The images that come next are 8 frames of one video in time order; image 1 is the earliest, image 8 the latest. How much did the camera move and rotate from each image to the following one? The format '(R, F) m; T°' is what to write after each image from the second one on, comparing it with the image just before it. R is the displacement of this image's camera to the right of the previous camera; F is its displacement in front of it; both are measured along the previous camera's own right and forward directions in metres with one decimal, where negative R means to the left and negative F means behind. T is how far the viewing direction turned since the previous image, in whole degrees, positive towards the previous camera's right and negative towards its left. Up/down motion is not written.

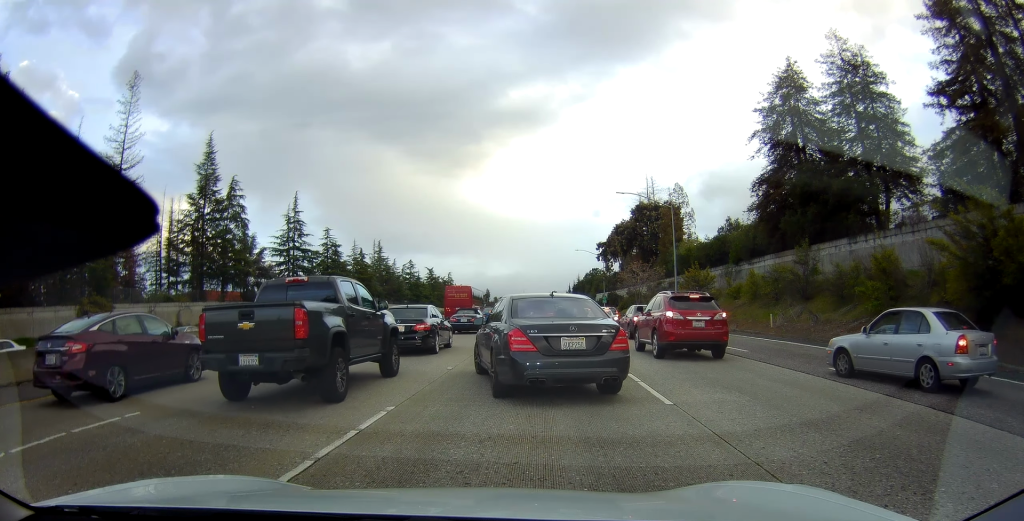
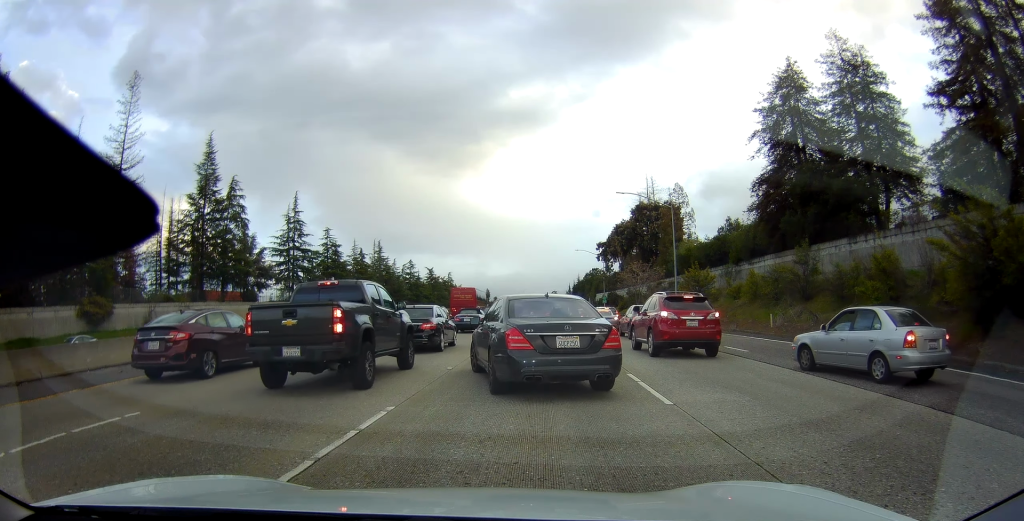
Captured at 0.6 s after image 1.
(0.0, 0.0) m; 0°
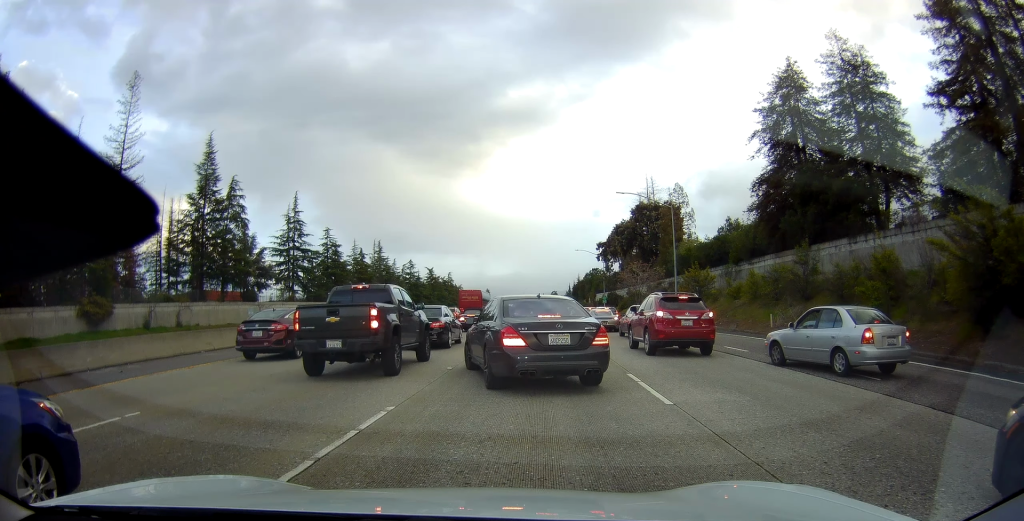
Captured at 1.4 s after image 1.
(0.0, 0.0) m; 0°
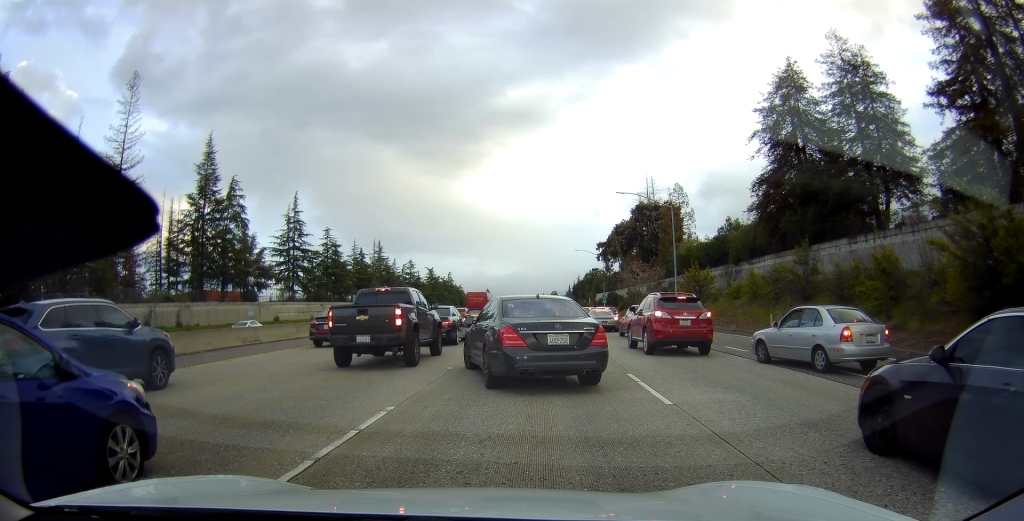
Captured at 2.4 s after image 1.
(0.0, 0.0) m; 0°
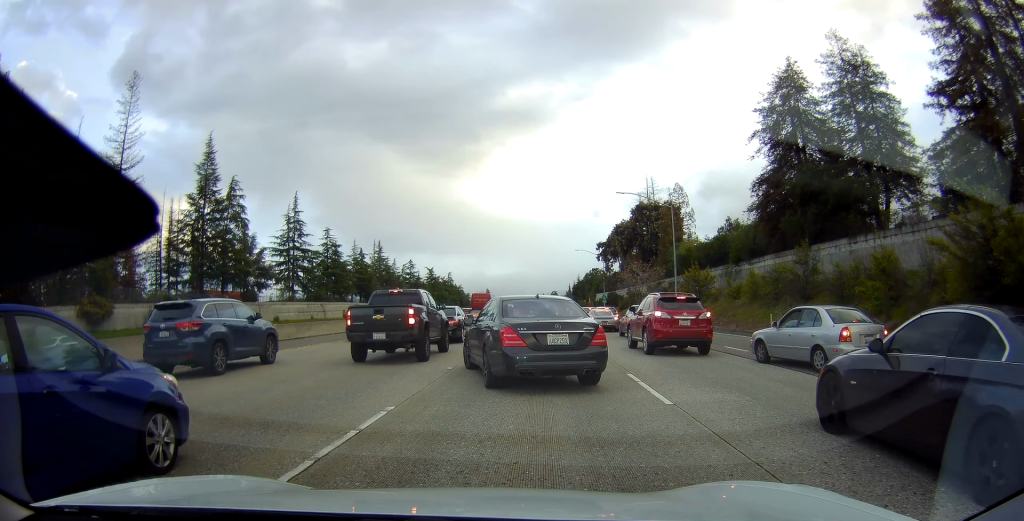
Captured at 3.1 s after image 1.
(0.0, 0.0) m; 0°
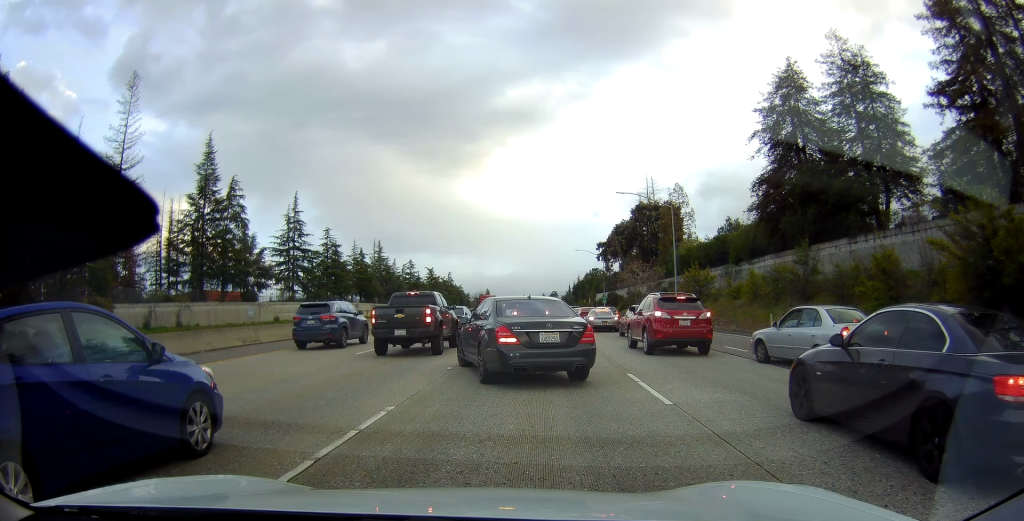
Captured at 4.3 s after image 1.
(0.0, 0.0) m; 0°
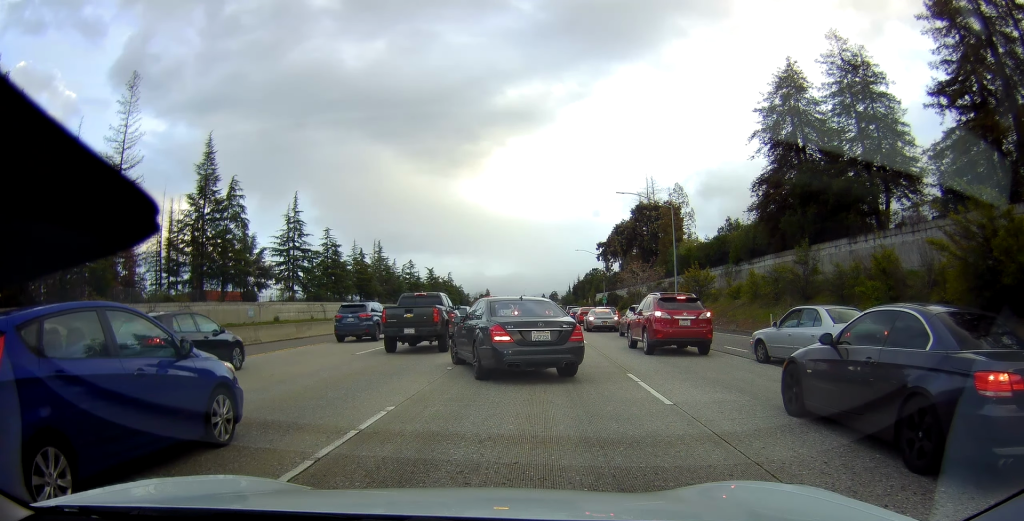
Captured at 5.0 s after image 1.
(+0.1, +0.1) m; 0°
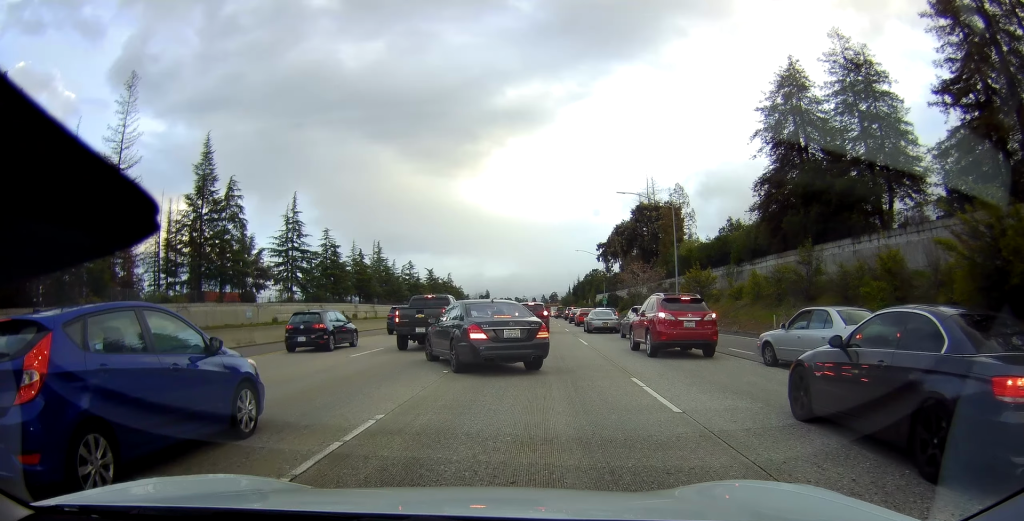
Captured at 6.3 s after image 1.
(+0.5, +0.8) m; 0°
